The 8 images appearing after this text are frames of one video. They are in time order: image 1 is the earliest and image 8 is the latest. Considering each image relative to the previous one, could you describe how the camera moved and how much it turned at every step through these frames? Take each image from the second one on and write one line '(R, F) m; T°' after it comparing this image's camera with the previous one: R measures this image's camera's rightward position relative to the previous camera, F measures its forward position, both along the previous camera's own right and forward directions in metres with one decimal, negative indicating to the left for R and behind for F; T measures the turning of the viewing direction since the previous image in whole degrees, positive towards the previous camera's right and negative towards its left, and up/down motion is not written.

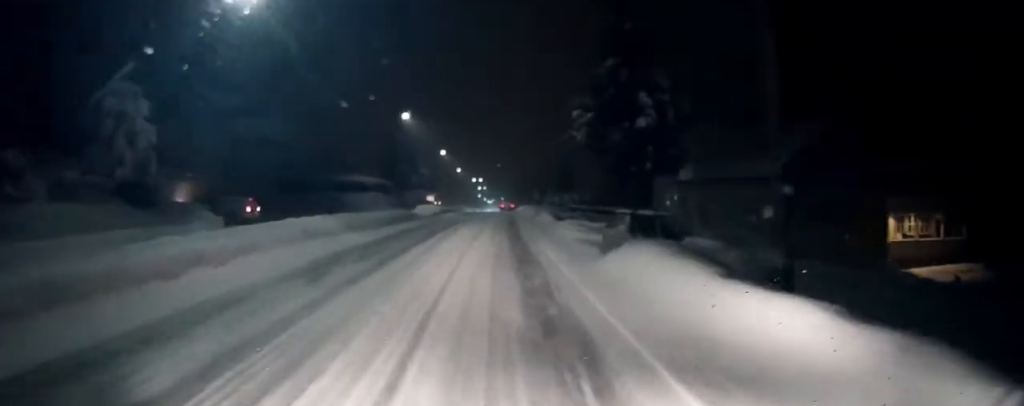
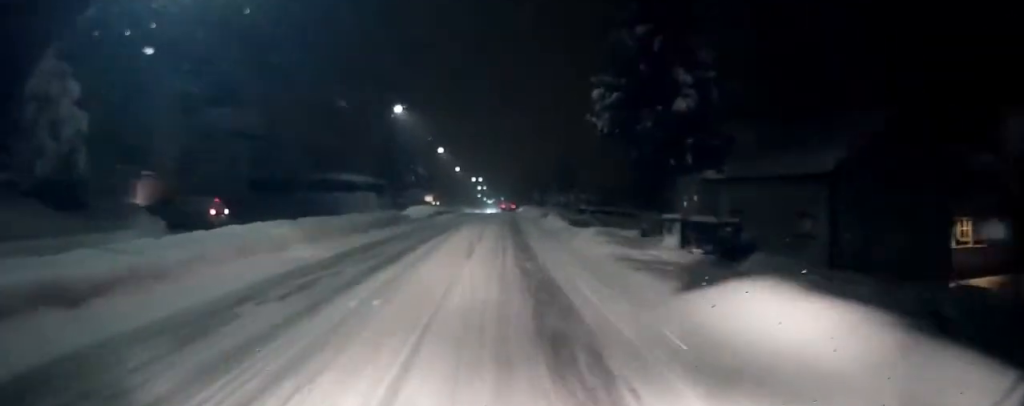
(+0.1, +5.0) m; 0°
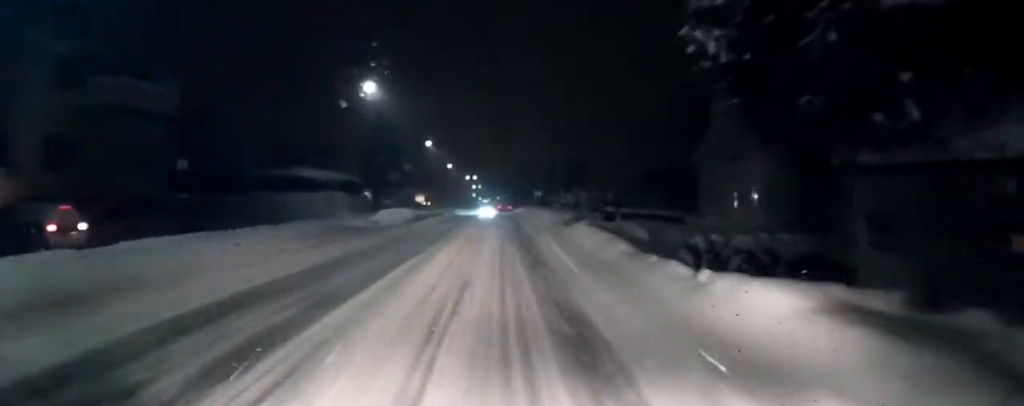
(-0.1, +11.4) m; +1°
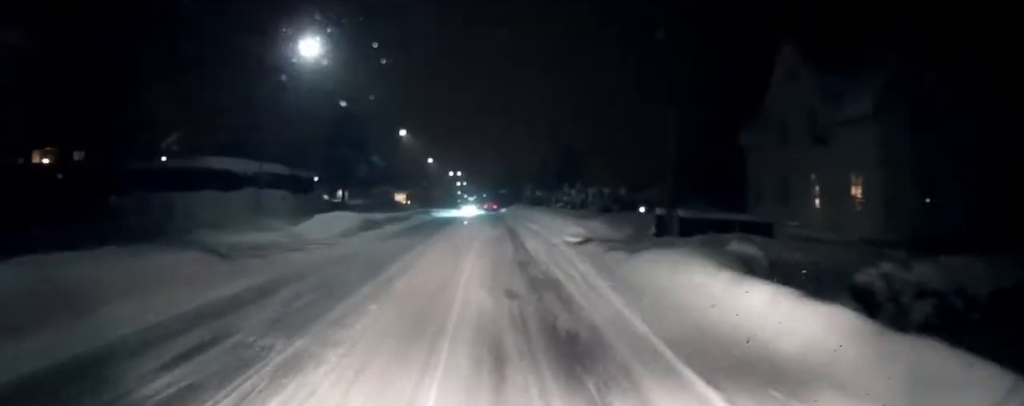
(+0.3, +11.9) m; +1°
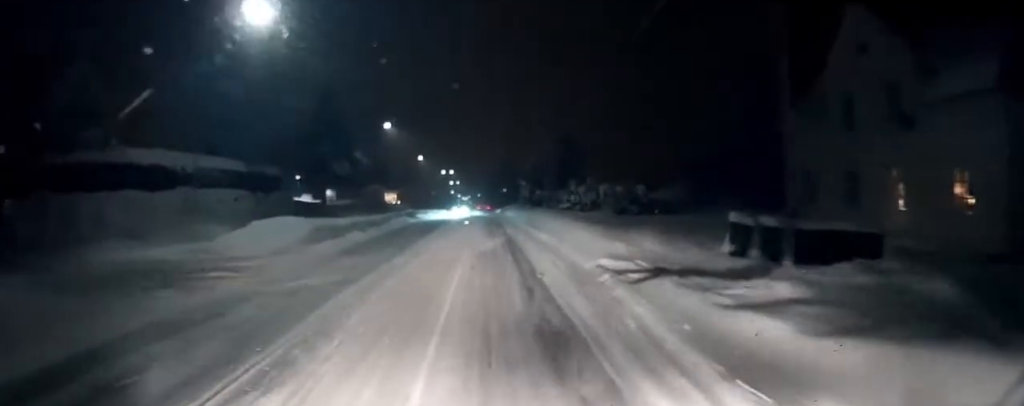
(-0.1, +6.8) m; -1°
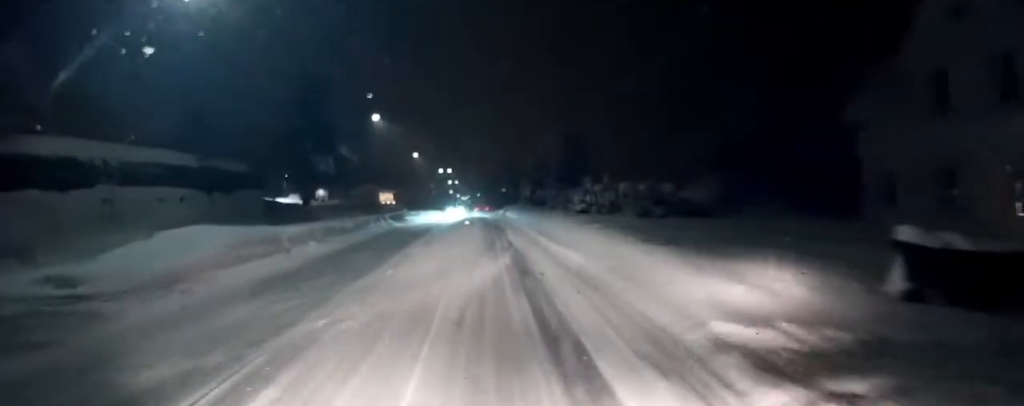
(0.0, +6.2) m; -1°
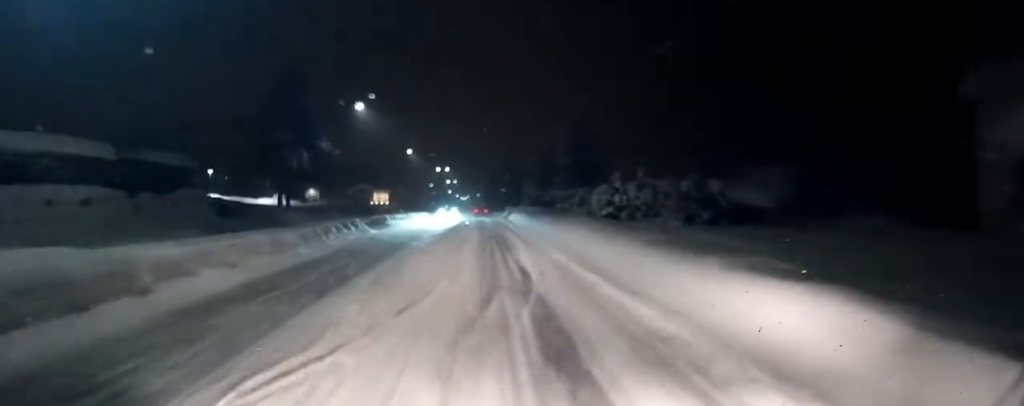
(0.0, +7.3) m; 0°
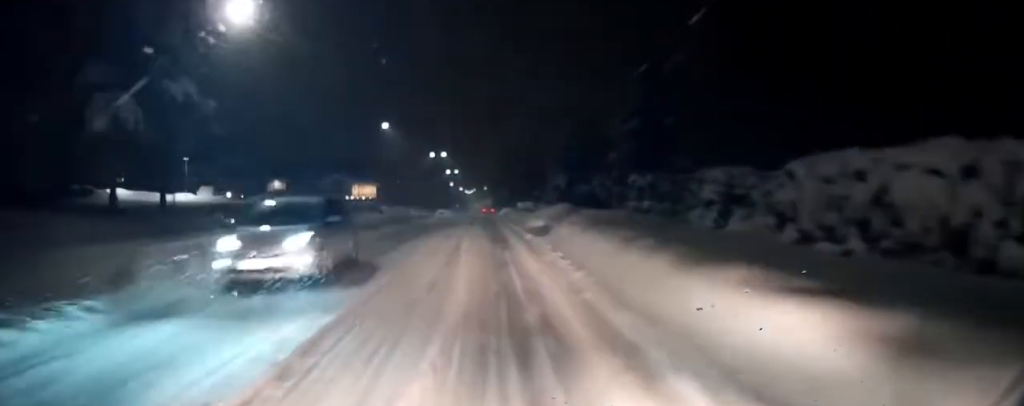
(+0.3, +25.9) m; +1°
